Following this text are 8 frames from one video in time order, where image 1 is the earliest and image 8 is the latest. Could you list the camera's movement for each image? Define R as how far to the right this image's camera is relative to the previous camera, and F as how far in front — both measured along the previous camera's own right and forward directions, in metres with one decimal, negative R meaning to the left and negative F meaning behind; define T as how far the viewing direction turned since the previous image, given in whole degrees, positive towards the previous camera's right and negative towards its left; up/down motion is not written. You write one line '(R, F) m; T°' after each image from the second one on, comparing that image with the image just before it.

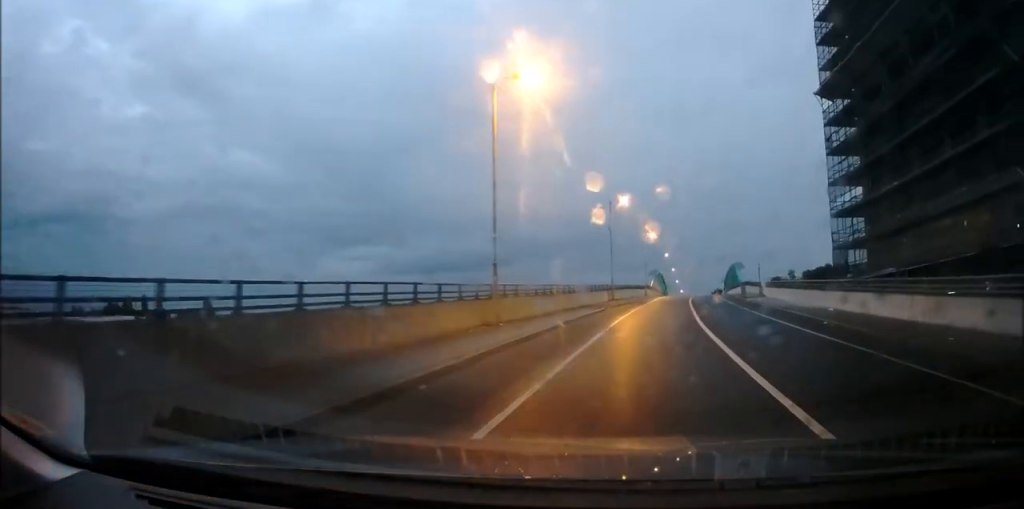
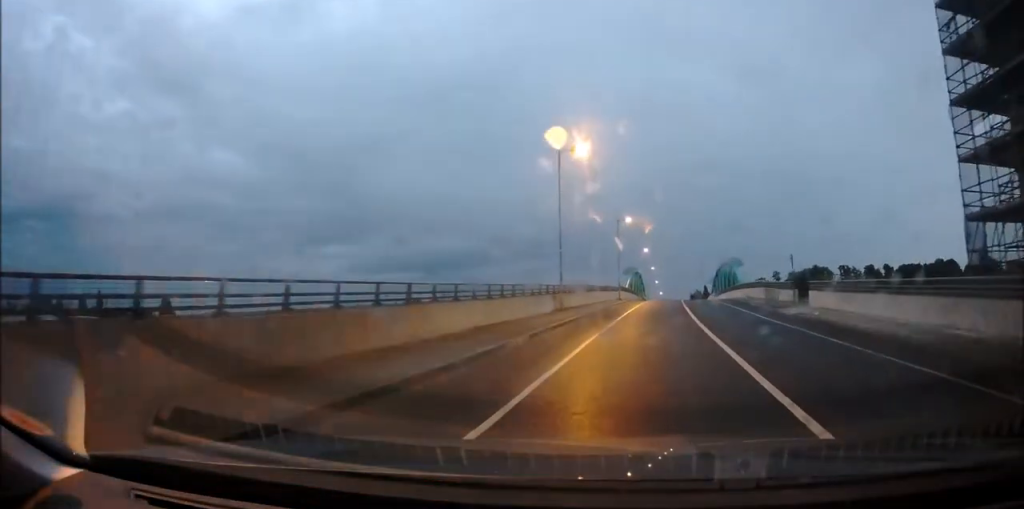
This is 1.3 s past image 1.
(0.0, +18.1) m; +2°
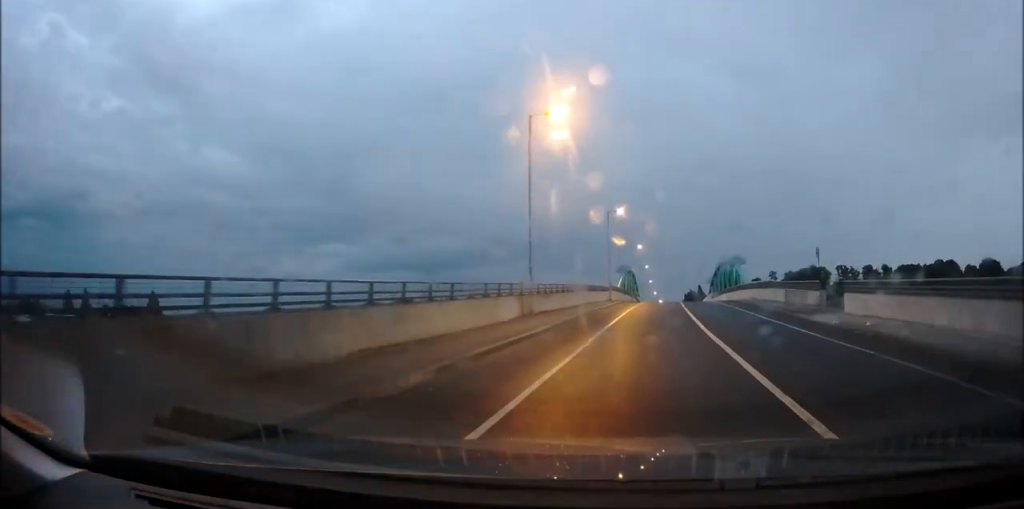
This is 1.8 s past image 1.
(+0.2, +6.3) m; +2°
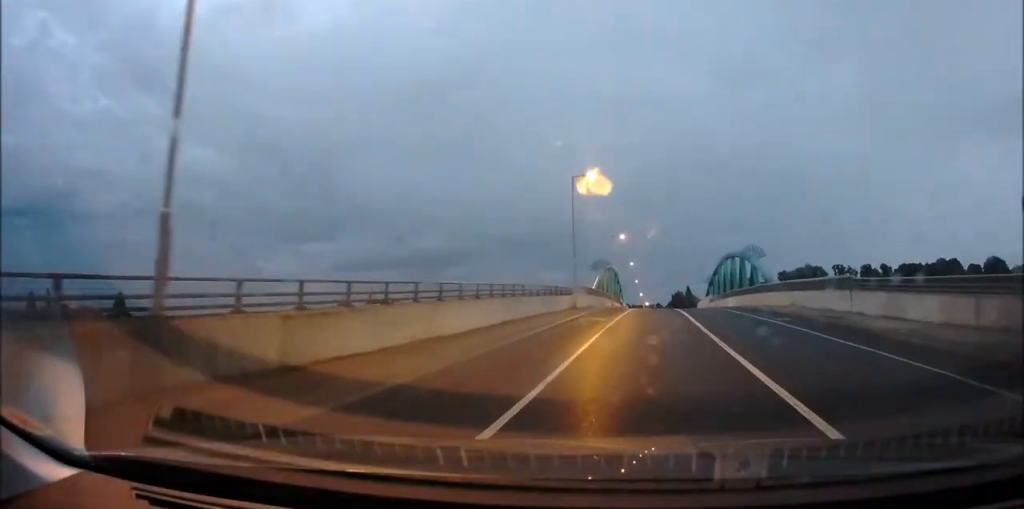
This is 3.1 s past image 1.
(+0.6, +17.3) m; +3°
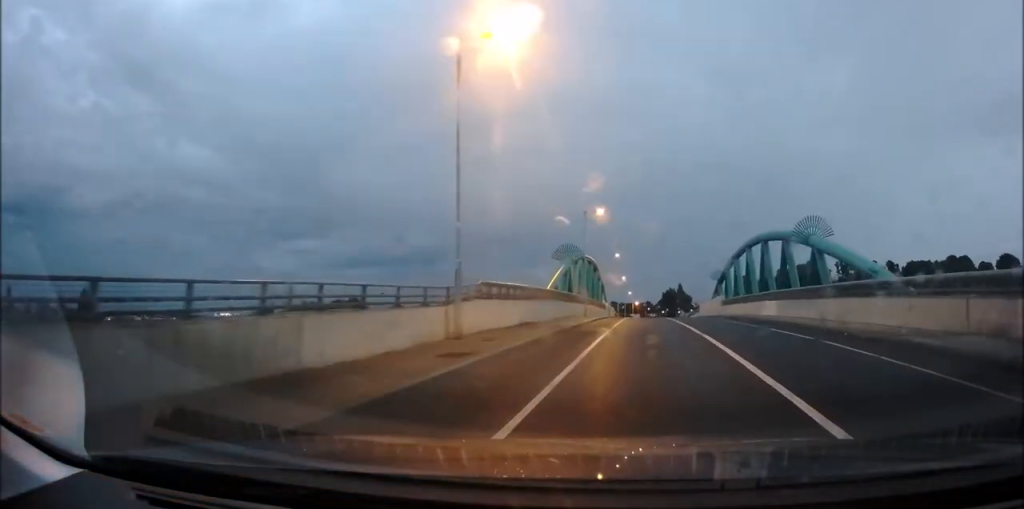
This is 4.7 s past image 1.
(-0.1, +20.3) m; -1°
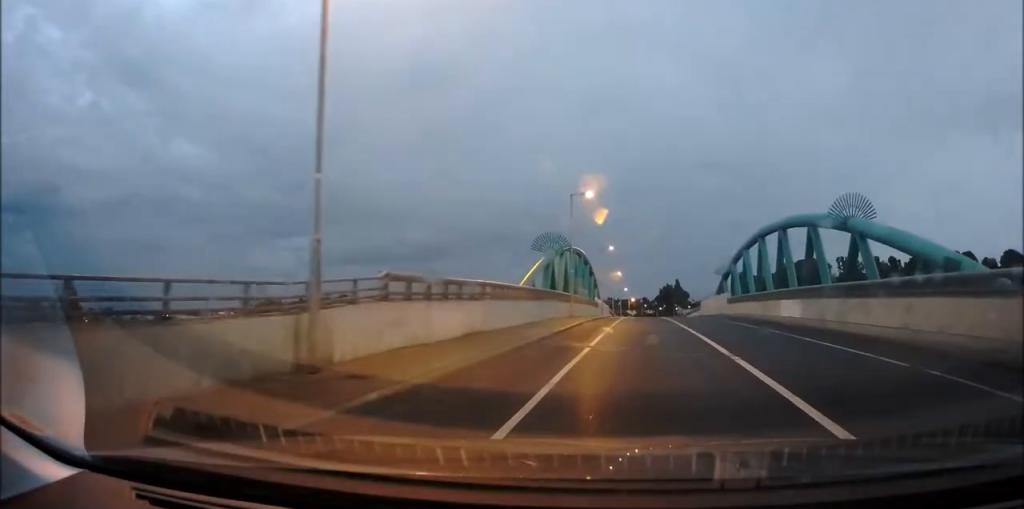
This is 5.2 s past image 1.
(-0.1, +6.3) m; 0°
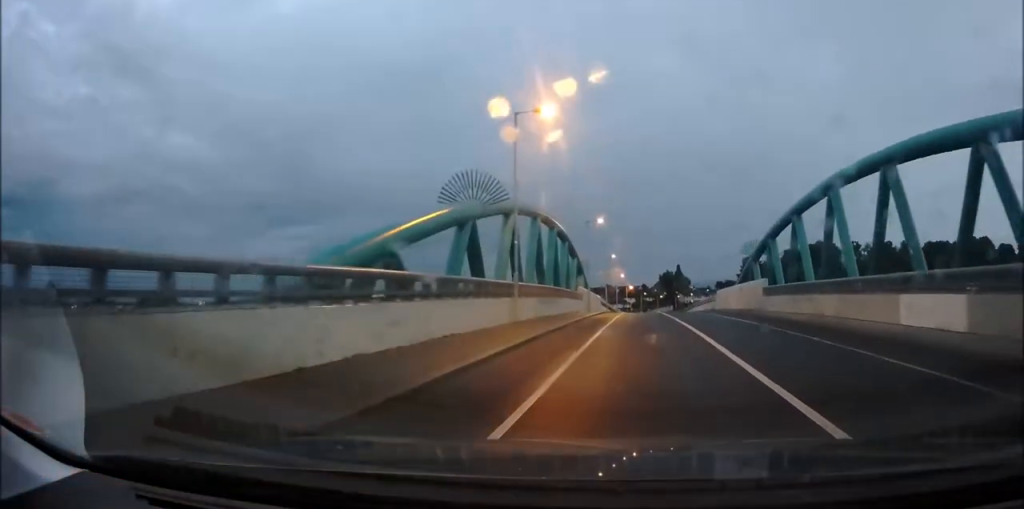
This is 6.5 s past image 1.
(+0.3, +16.3) m; +1°
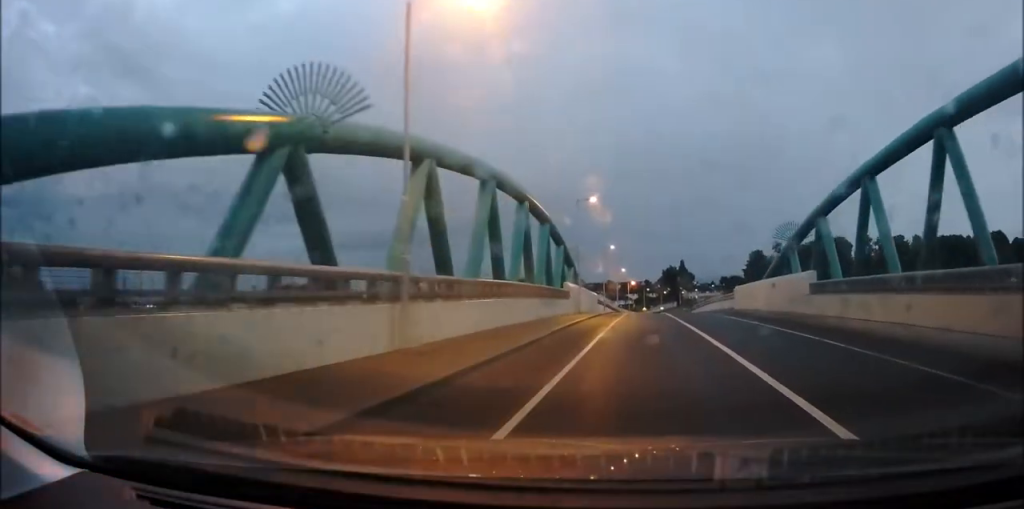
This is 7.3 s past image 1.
(-0.1, +10.3) m; 0°
